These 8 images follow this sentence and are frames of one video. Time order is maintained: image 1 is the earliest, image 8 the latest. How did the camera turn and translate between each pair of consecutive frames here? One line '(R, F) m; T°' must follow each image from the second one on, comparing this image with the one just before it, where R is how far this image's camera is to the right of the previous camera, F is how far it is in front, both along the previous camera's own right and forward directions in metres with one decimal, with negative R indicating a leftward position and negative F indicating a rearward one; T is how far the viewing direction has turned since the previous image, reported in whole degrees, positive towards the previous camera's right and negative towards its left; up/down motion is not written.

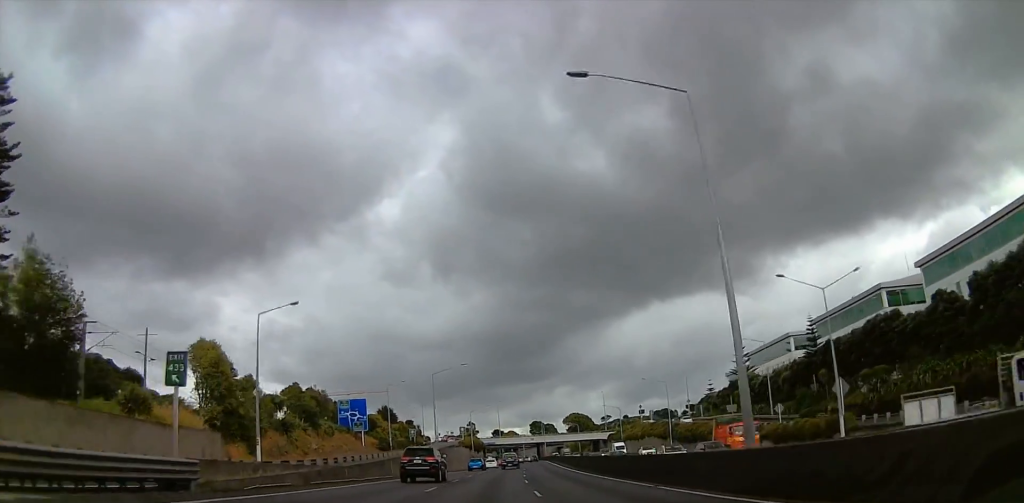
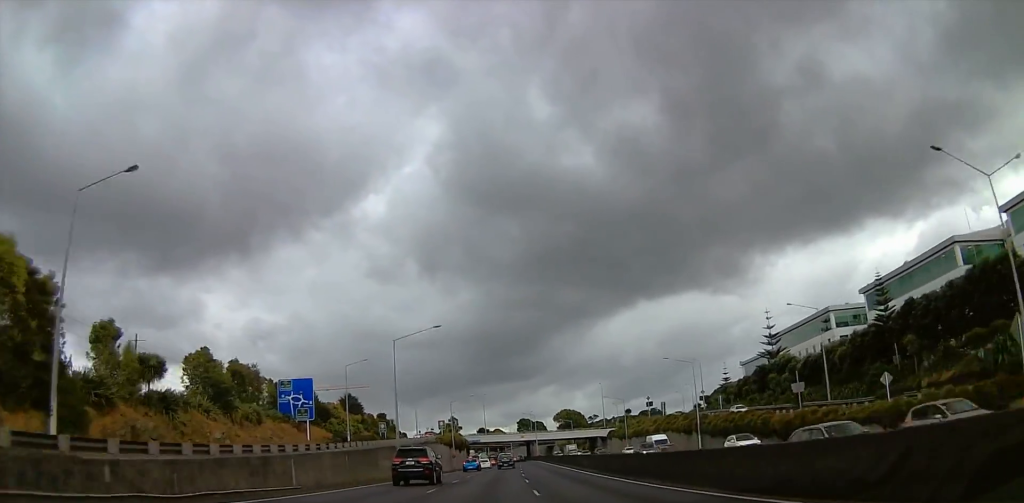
(-0.1, +21.1) m; -2°
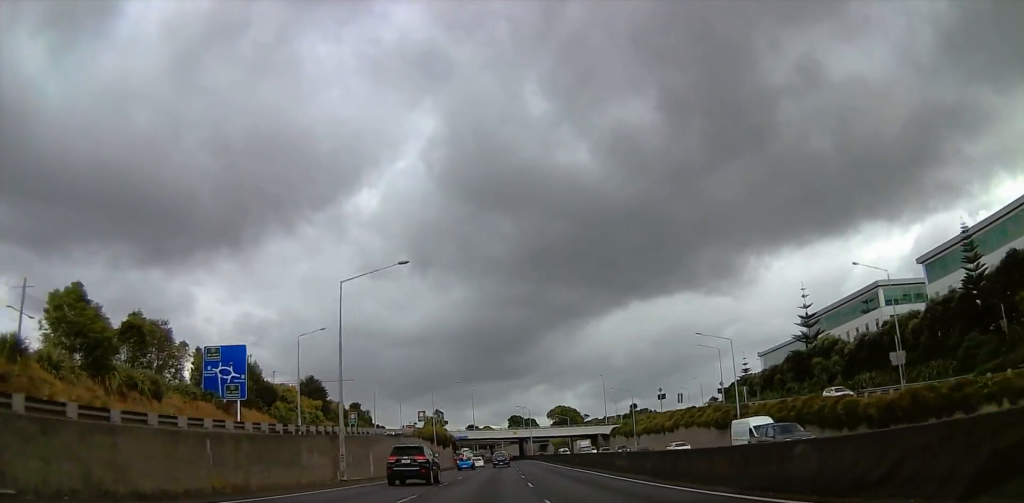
(-0.8, +16.7) m; +1°
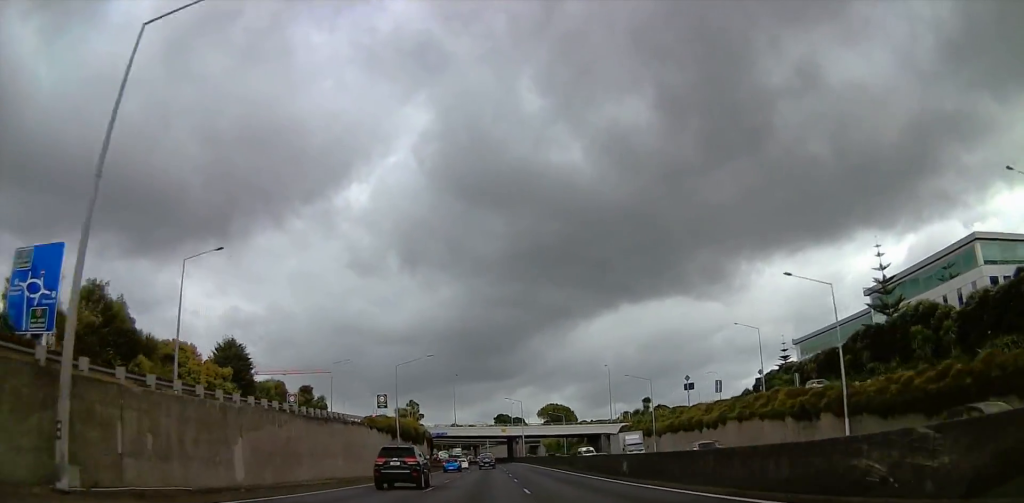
(+1.3, +23.2) m; +4°
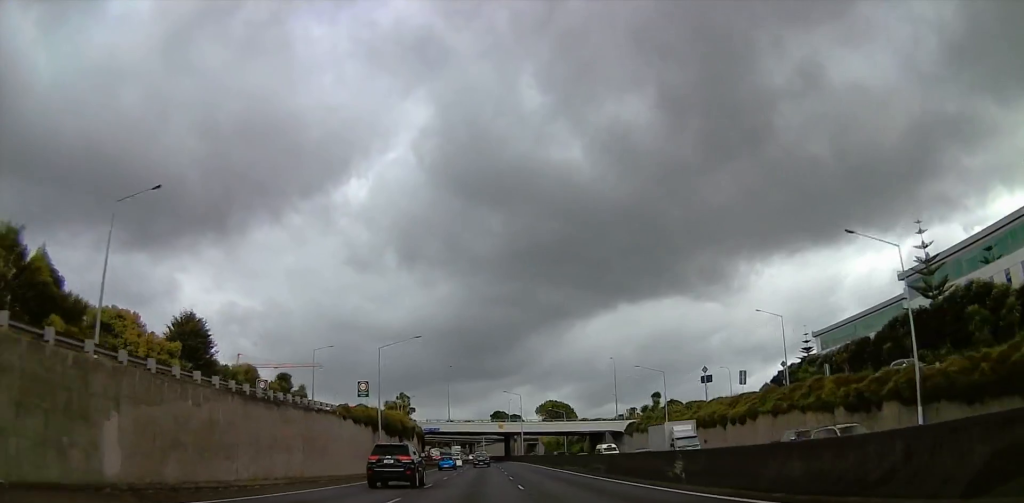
(0.0, +9.2) m; +1°
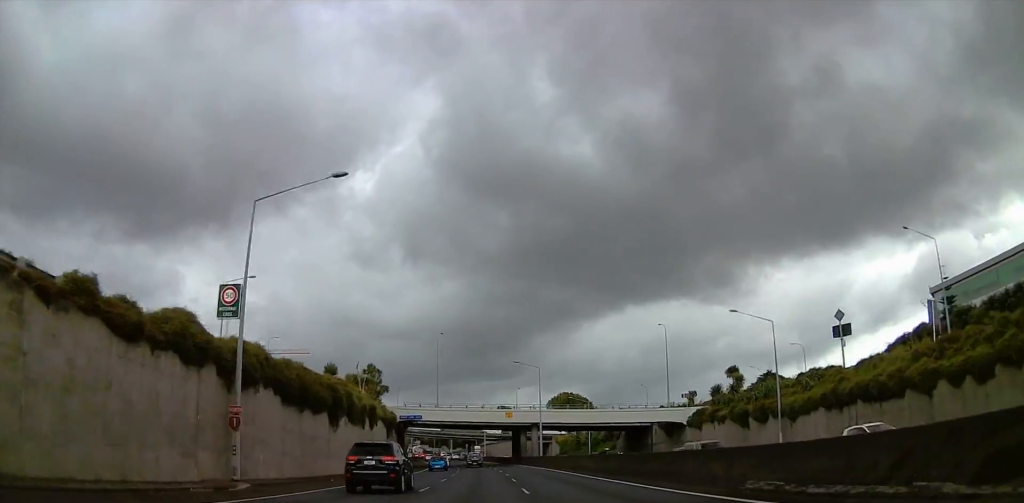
(+0.6, +34.4) m; -1°
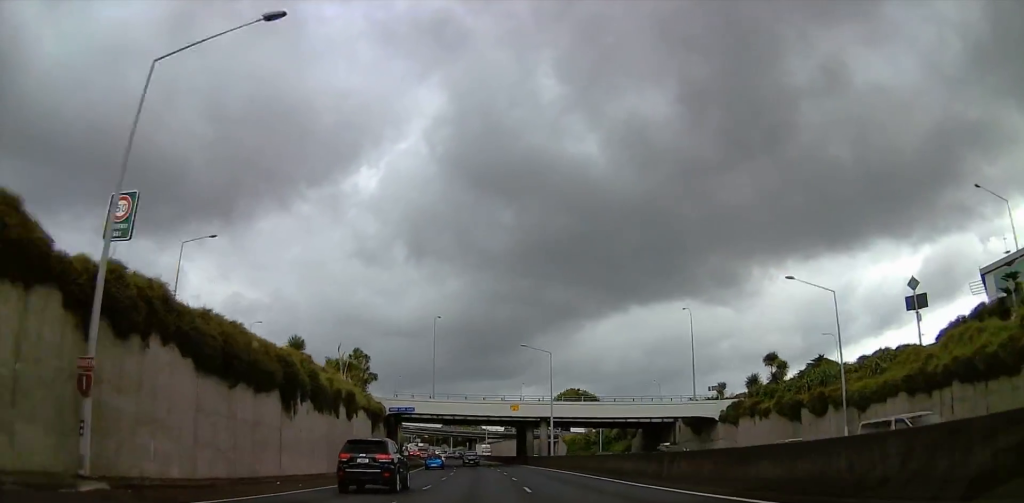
(-0.4, +10.1) m; -1°
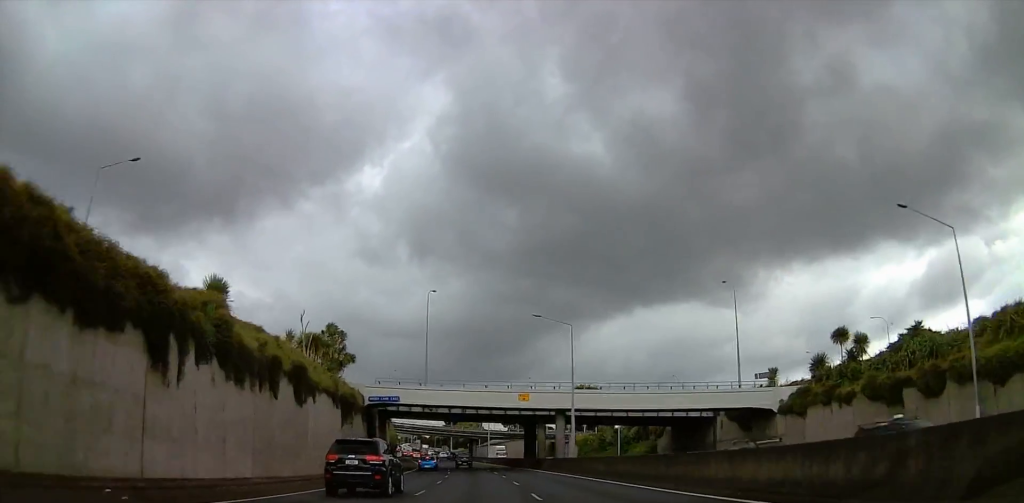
(-0.3, +14.3) m; -1°
